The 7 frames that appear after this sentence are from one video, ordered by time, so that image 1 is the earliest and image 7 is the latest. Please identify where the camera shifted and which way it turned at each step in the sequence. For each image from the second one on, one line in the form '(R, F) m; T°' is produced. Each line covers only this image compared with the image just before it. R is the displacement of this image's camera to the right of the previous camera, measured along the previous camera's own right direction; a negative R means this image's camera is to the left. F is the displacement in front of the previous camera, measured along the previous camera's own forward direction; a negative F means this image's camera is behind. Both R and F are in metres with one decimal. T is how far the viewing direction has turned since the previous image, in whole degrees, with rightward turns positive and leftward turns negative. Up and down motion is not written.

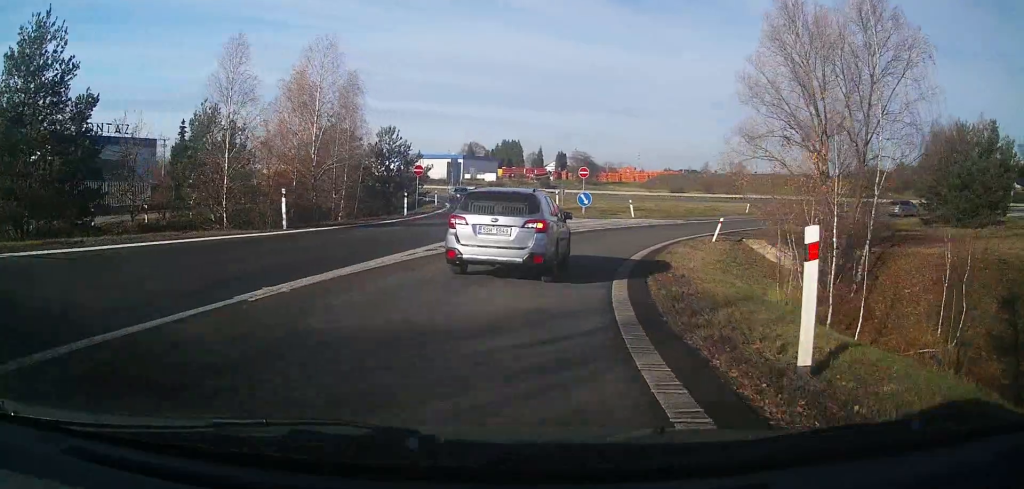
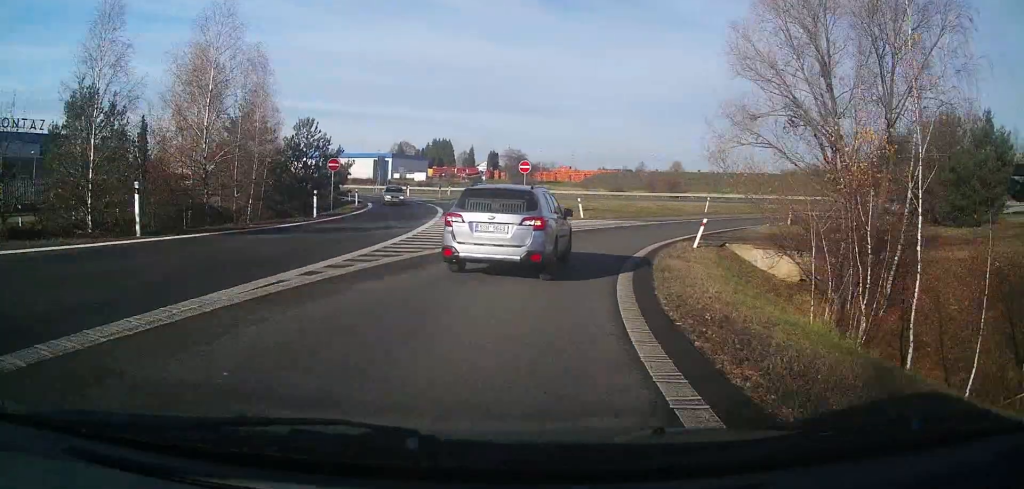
(+0.8, +6.2) m; +1°
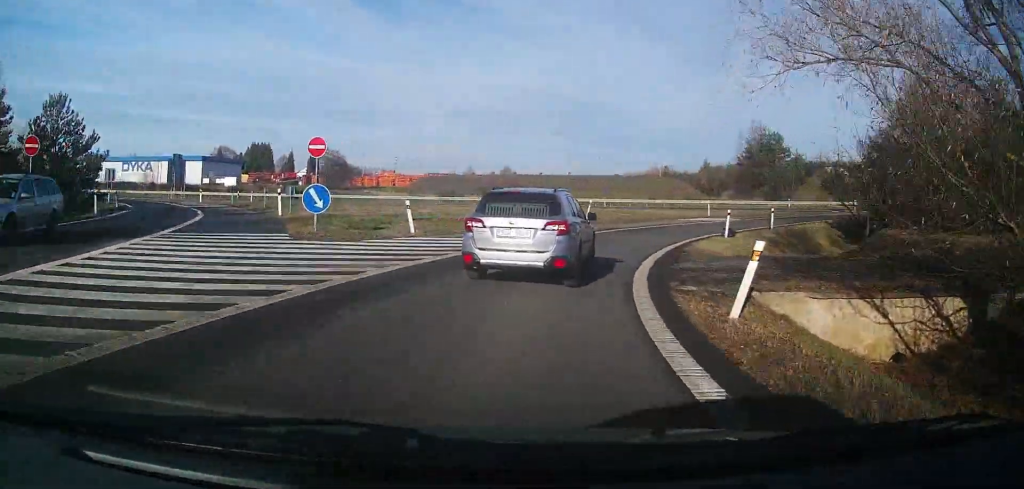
(-0.1, +12.5) m; -2°
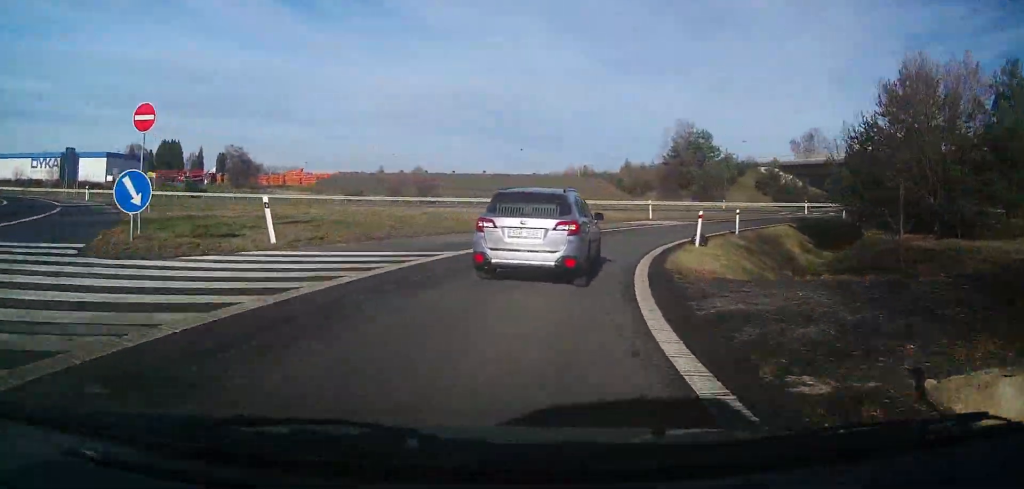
(-0.1, +3.7) m; +8°
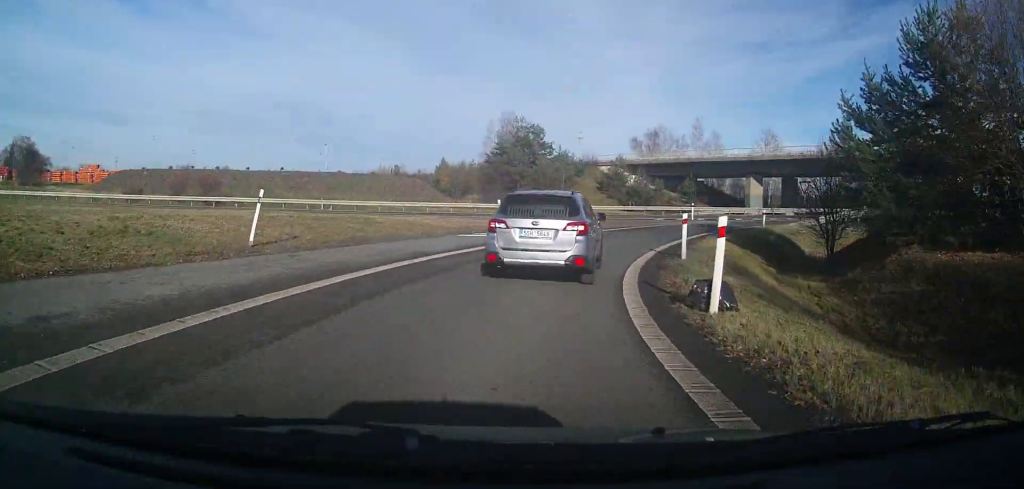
(+3.9, +8.2) m; +36°
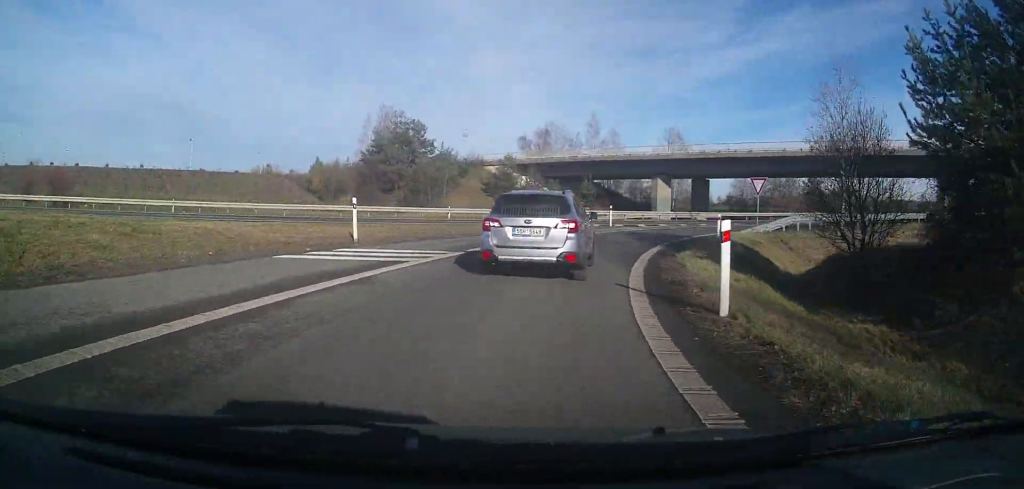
(+0.9, +12.3) m; +8°
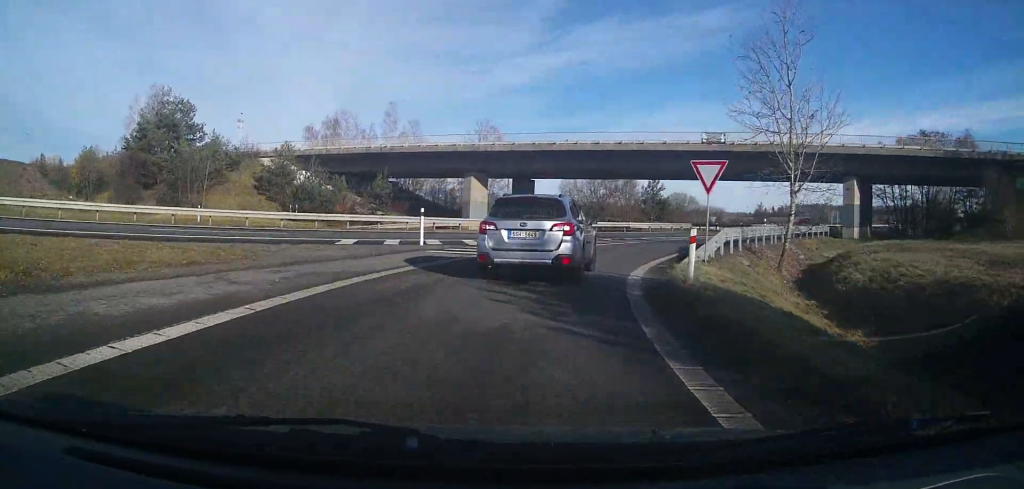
(+2.7, +18.9) m; +20°
